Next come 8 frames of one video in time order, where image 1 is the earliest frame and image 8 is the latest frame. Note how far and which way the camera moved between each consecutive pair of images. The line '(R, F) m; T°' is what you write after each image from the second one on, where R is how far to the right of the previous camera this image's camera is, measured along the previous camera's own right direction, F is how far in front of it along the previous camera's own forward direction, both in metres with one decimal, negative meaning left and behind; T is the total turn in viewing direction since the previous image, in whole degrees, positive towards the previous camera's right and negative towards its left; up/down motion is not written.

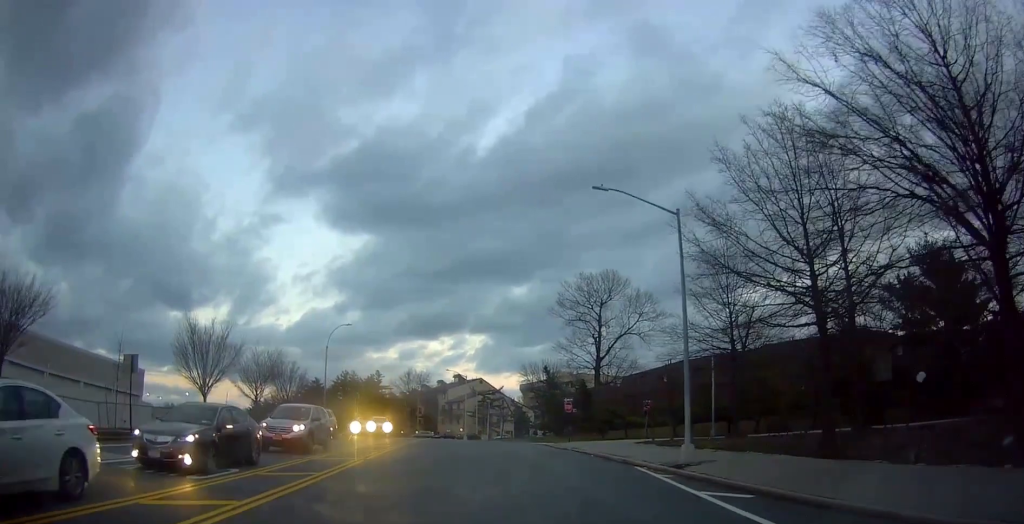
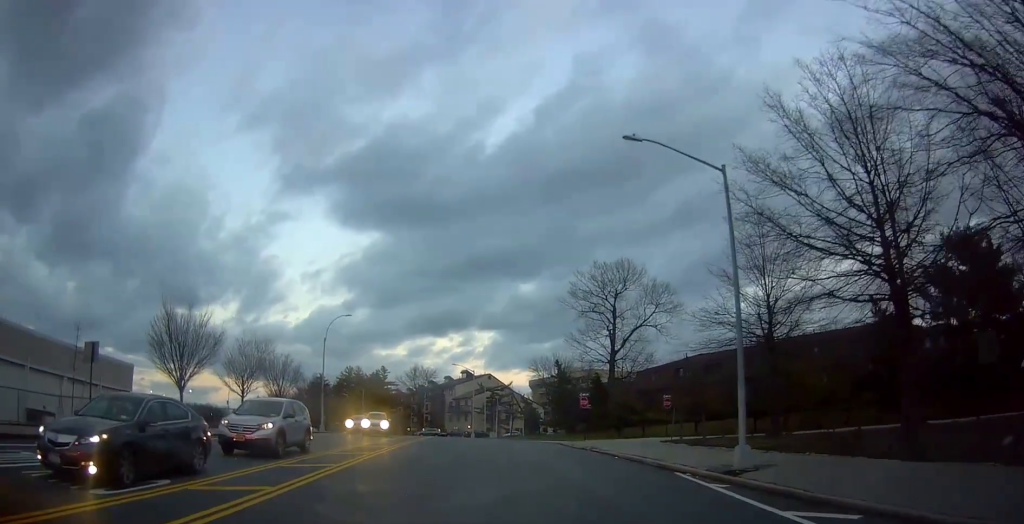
(-0.2, +3.5) m; -2°
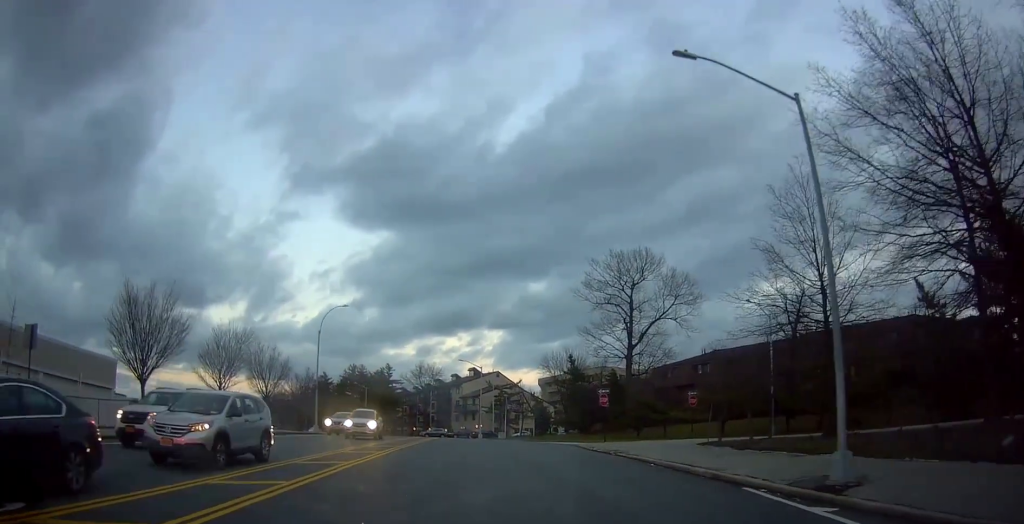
(+0.2, +4.4) m; 0°
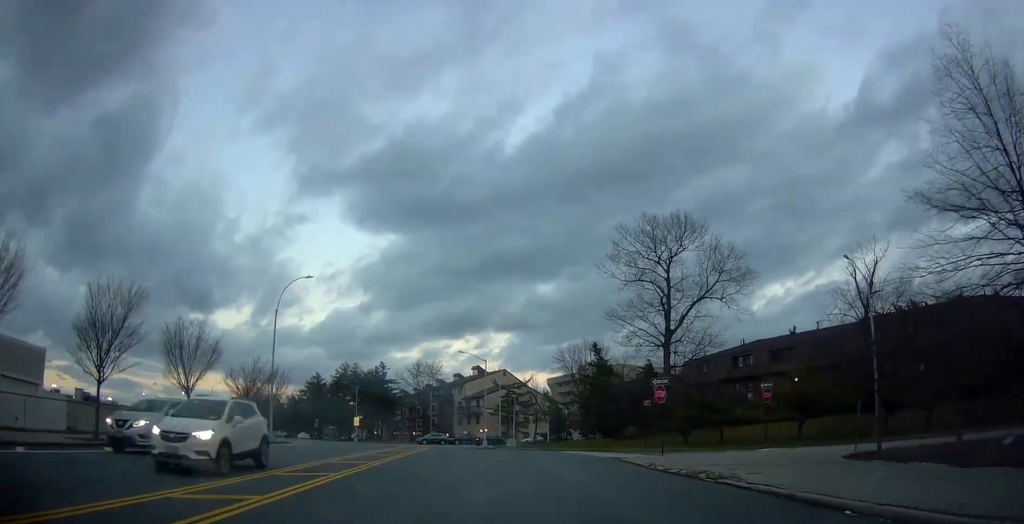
(-0.2, +11.5) m; -2°
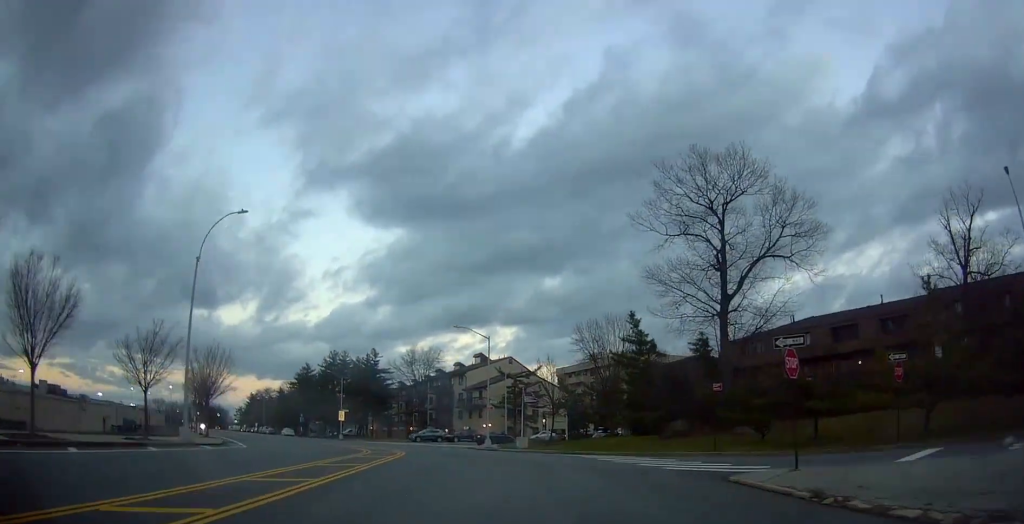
(0.0, +11.2) m; -1°
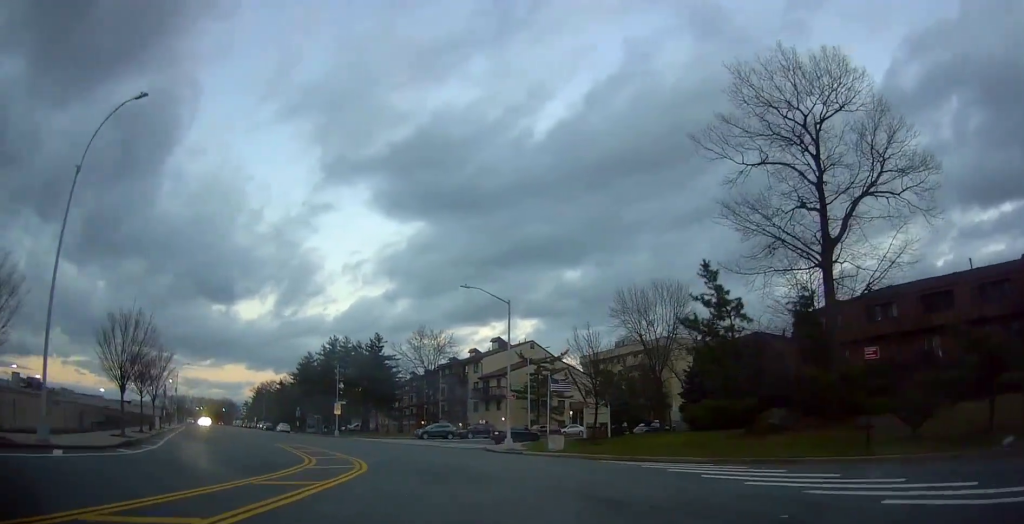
(-0.2, +11.1) m; -1°
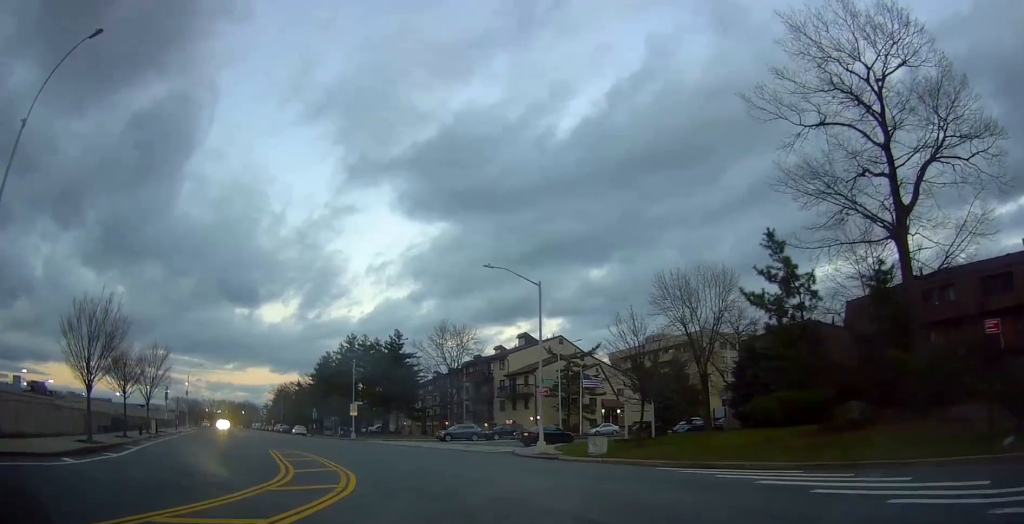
(-0.2, +4.5) m; 0°
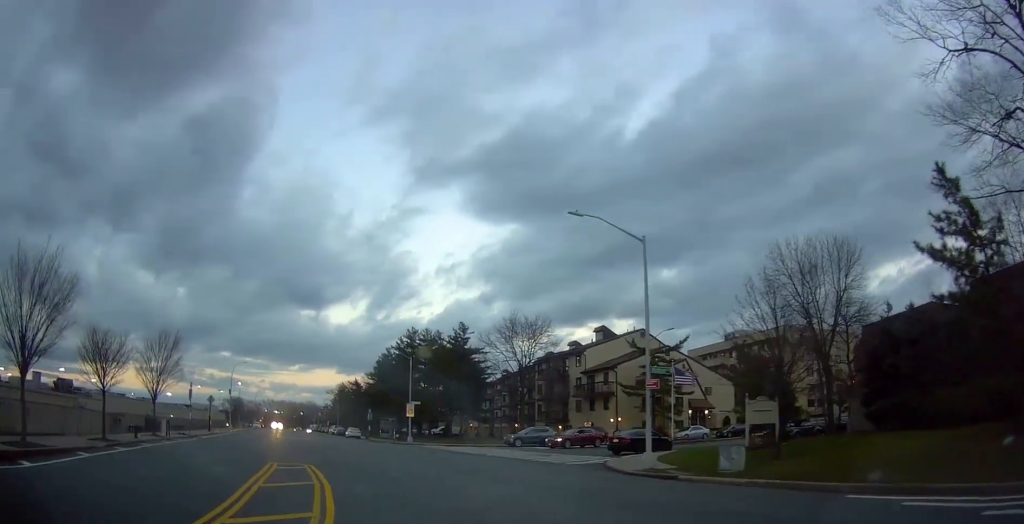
(+0.2, +7.8) m; -3°
